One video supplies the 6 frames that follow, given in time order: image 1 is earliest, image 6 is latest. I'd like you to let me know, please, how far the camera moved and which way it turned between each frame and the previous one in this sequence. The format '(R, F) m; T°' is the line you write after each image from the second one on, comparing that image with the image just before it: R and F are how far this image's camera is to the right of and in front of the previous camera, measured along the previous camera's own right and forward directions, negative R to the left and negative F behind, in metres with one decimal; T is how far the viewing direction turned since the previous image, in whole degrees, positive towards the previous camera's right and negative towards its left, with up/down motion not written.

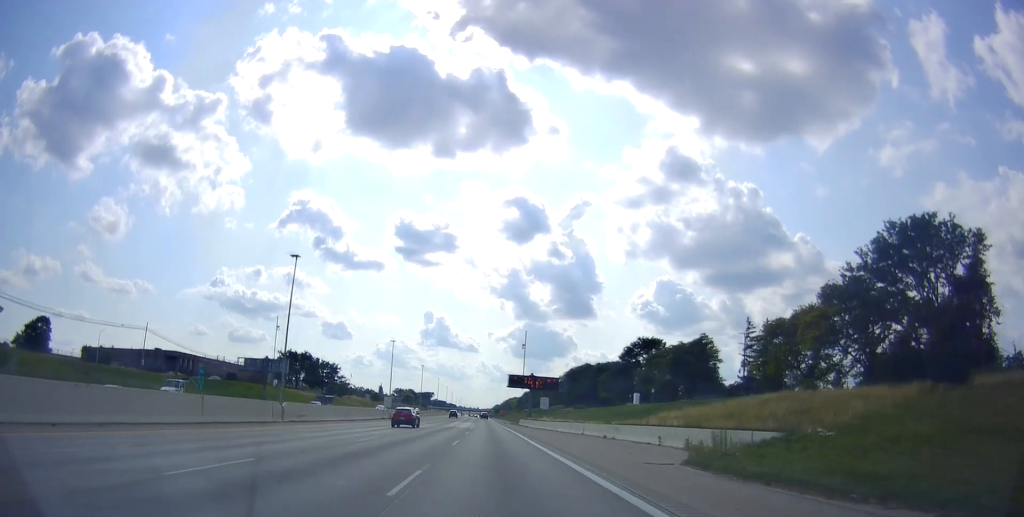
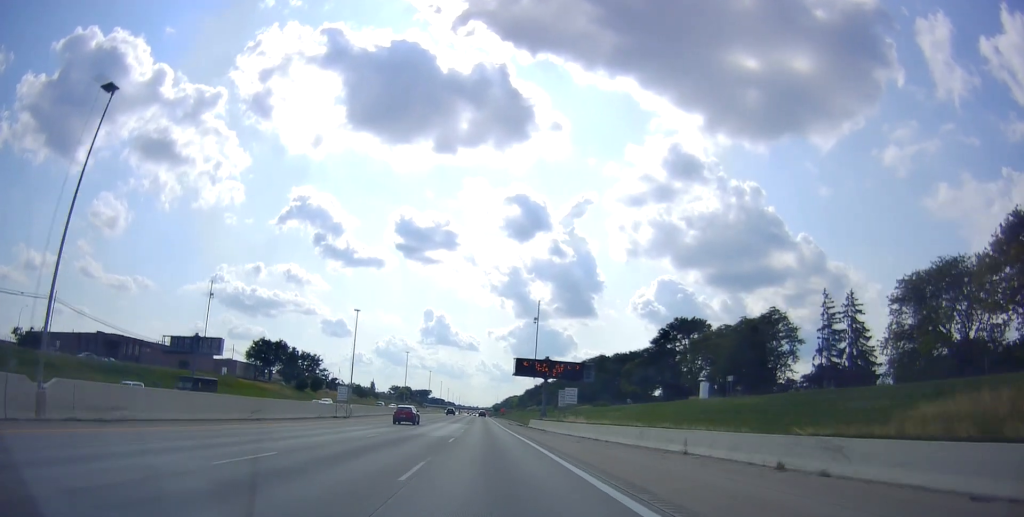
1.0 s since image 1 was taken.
(-0.1, +28.5) m; 0°
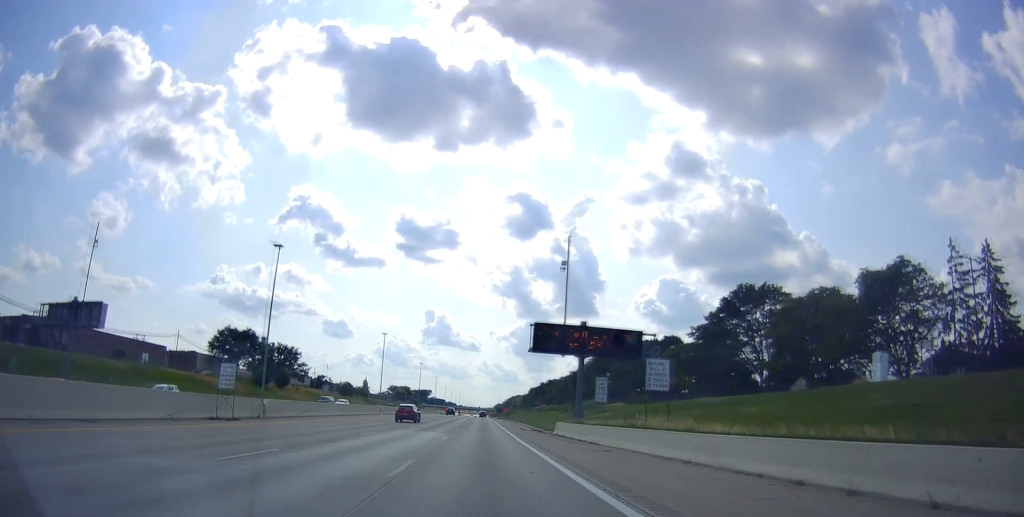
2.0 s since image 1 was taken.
(+0.4, +29.6) m; 0°
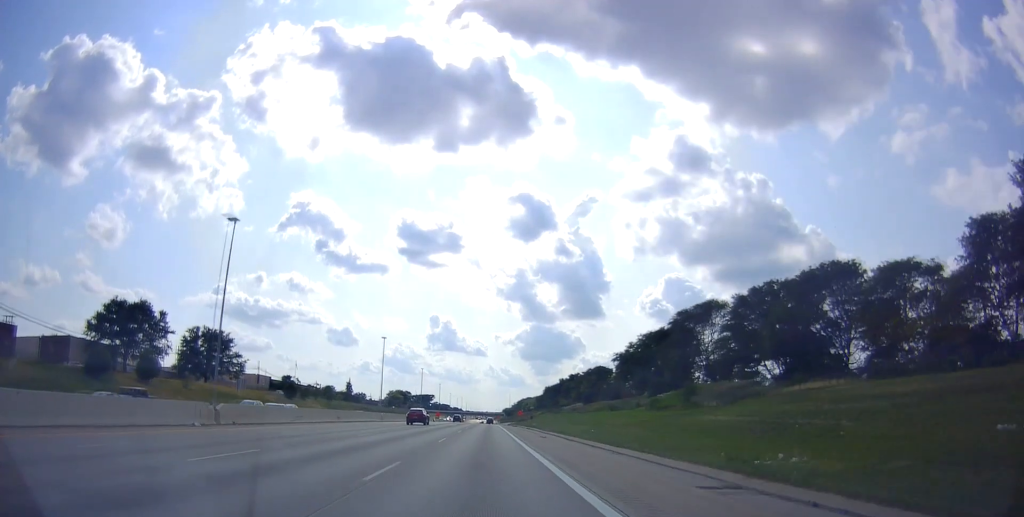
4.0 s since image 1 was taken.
(-0.7, +61.3) m; -1°
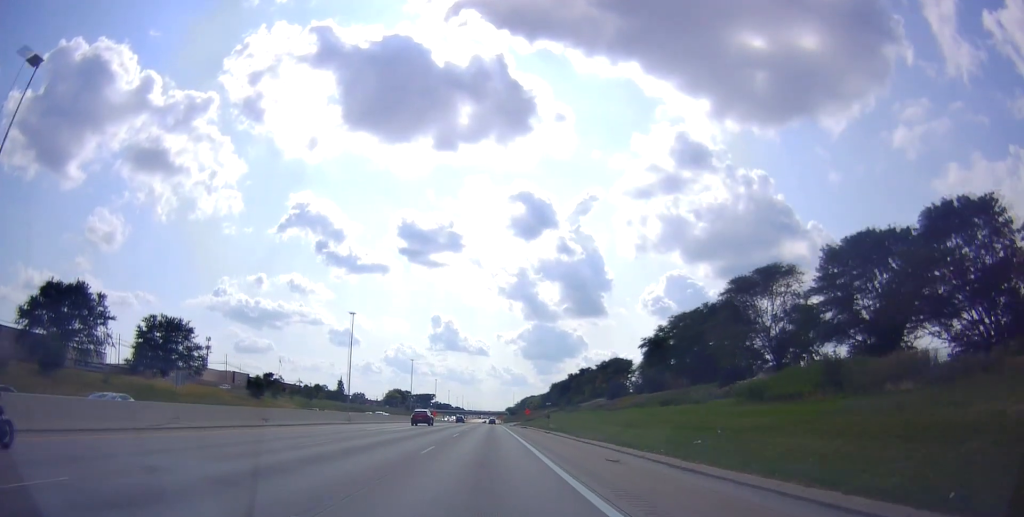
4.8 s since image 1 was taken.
(+0.2, +22.8) m; 0°
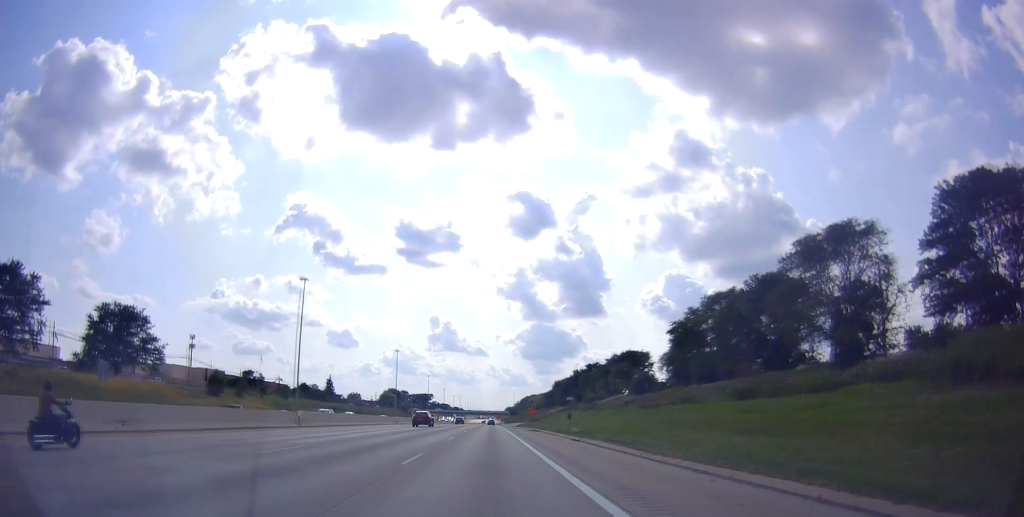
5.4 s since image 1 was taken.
(-0.3, +18.8) m; 0°
